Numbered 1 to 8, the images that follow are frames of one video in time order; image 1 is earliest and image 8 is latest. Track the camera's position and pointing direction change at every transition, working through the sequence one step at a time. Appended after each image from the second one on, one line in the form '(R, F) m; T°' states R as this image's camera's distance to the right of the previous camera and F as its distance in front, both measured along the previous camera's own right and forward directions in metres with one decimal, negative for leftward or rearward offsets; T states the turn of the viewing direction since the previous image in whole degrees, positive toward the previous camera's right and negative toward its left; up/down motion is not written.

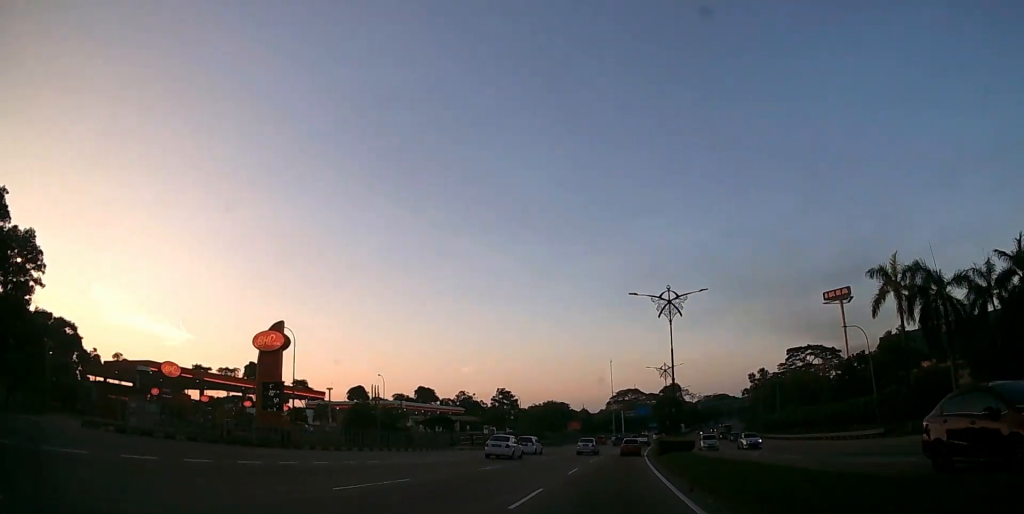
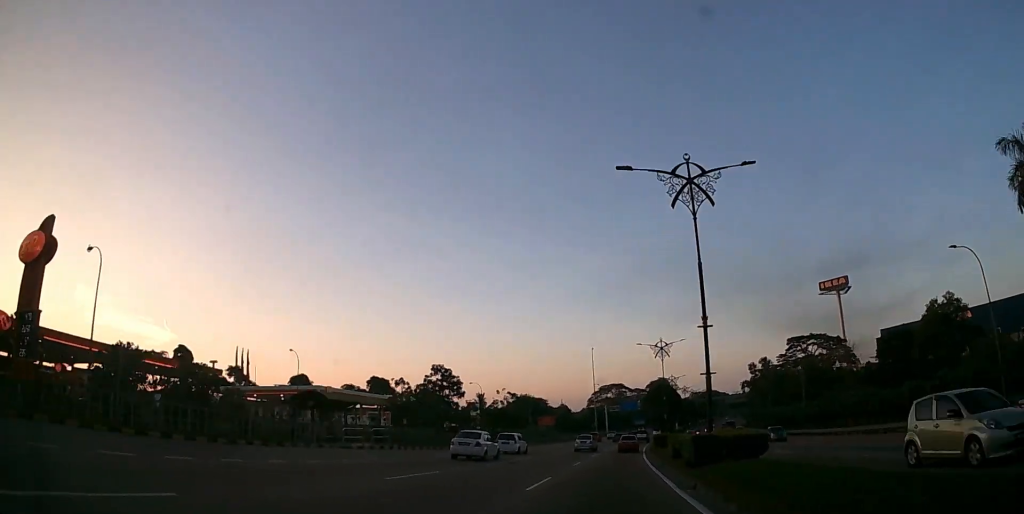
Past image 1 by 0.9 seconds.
(+0.2, +20.3) m; +1°
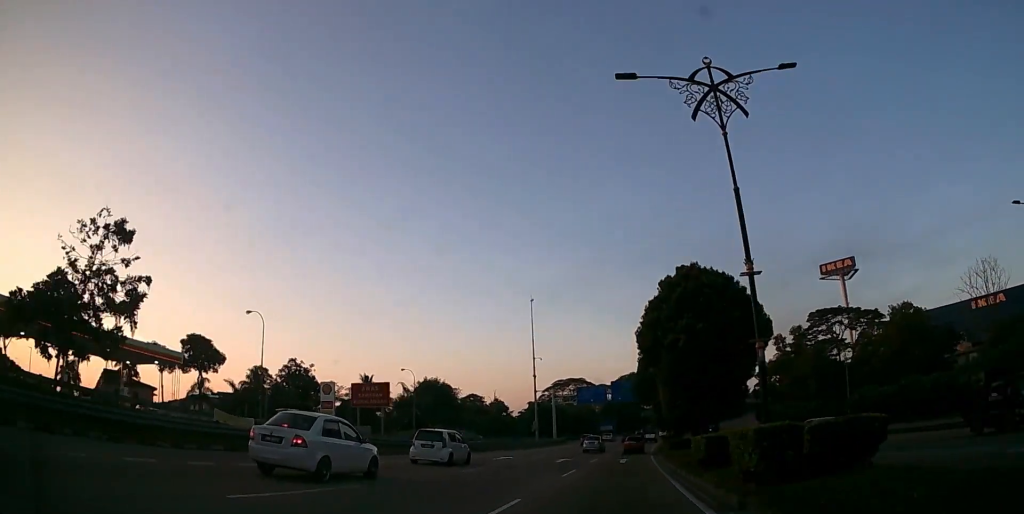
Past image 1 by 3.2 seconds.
(+2.0, +55.1) m; +4°
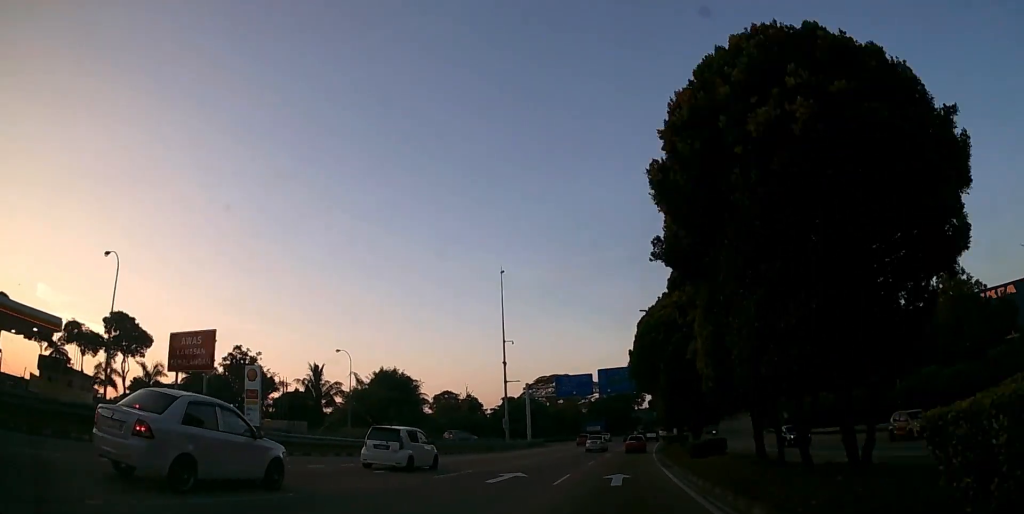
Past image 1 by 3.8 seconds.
(0.0, +14.9) m; +1°
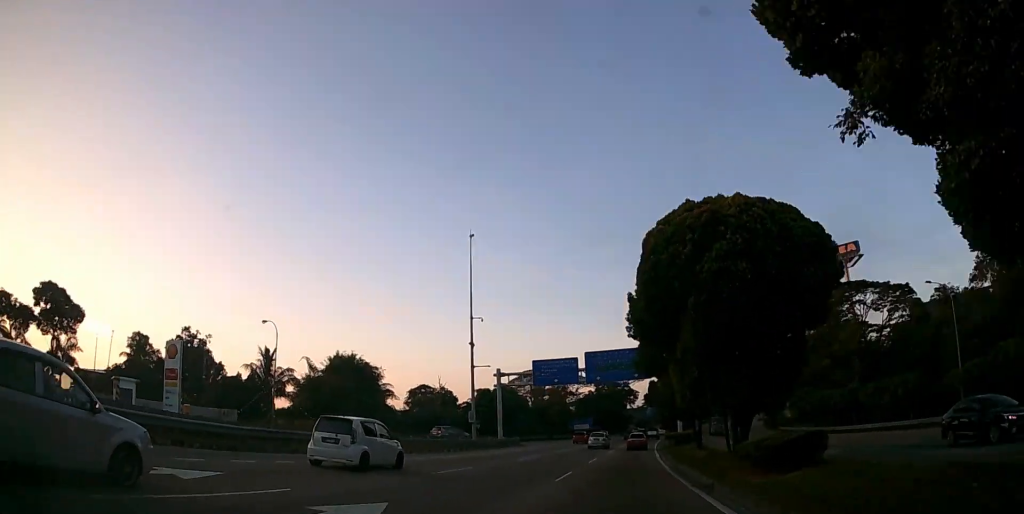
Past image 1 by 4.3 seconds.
(+0.2, +11.6) m; +1°
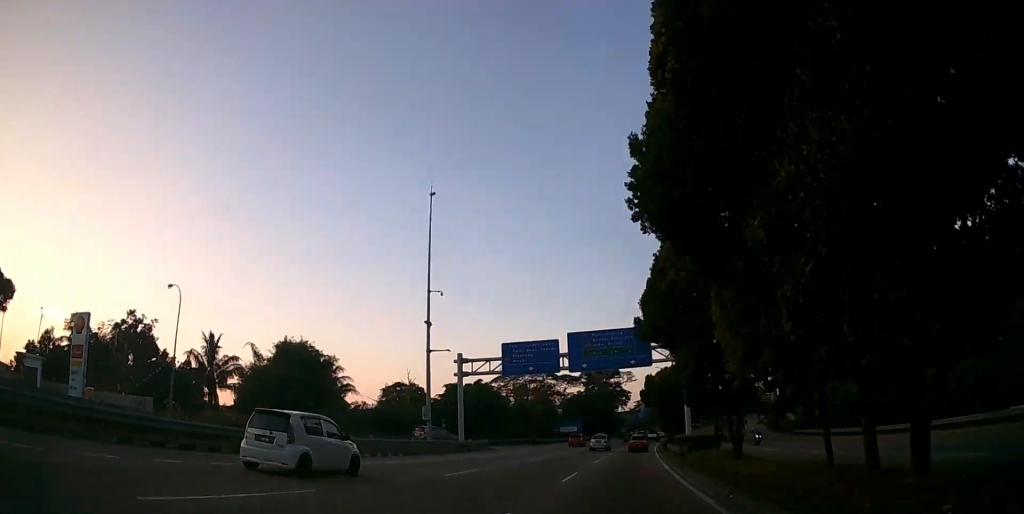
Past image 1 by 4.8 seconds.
(0.0, +11.2) m; +1°
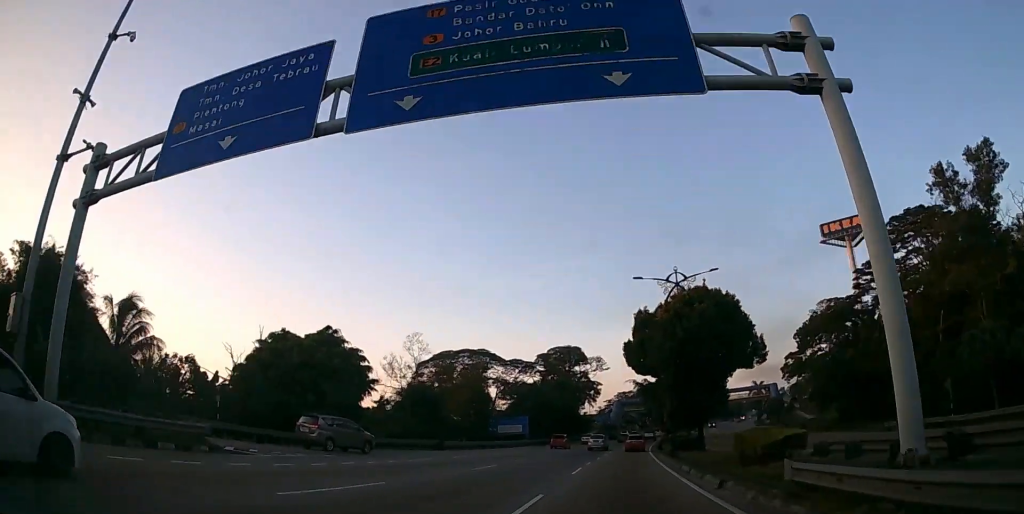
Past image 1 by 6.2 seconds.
(+0.9, +33.0) m; +3°
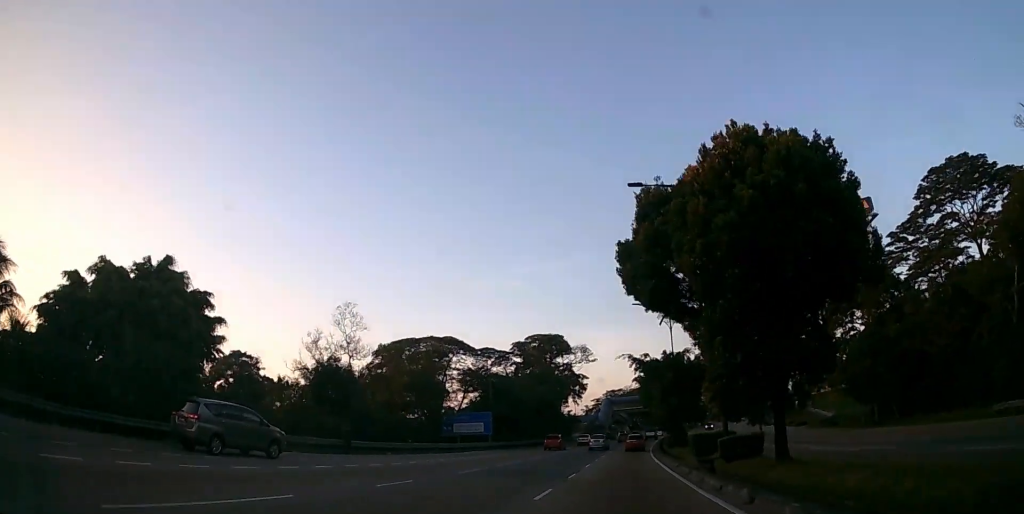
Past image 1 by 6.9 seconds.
(+0.1, +15.7) m; +2°
